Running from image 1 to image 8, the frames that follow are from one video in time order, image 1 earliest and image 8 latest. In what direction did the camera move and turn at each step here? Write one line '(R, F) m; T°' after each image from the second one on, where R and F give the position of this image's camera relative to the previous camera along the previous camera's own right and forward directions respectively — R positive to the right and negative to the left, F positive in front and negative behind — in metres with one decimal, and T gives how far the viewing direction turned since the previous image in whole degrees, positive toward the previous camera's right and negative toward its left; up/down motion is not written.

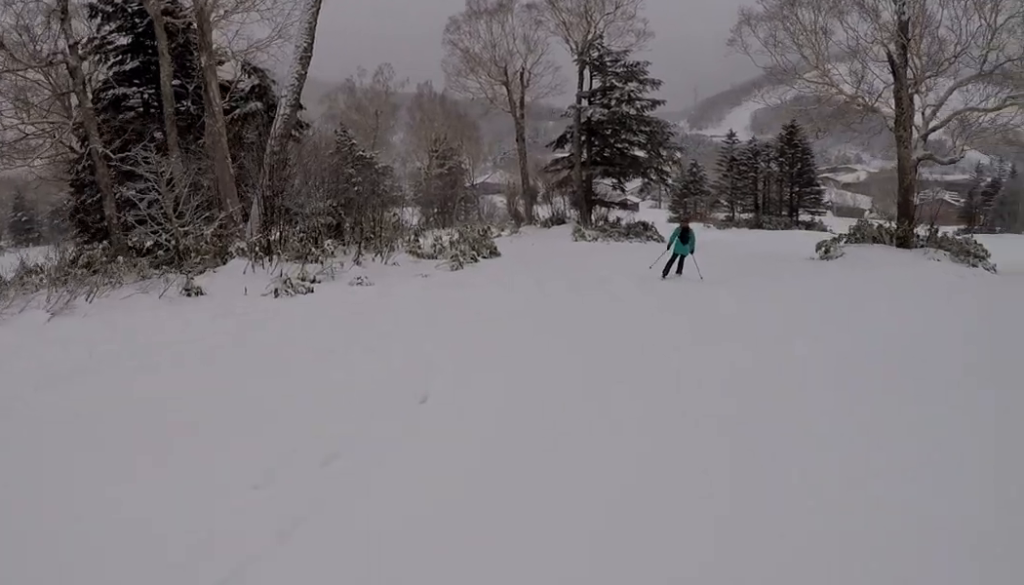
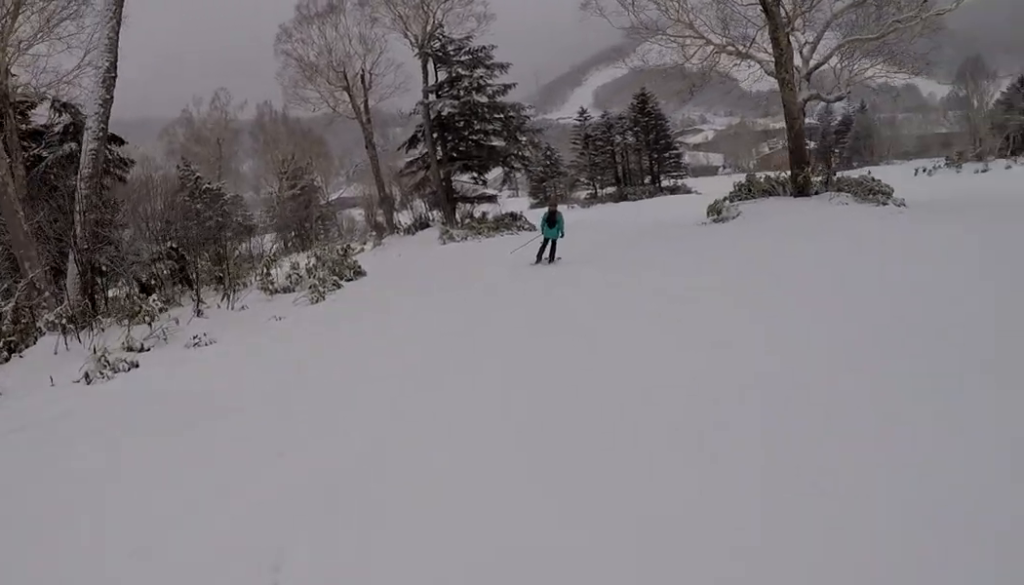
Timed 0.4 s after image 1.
(+0.1, +2.7) m; +9°
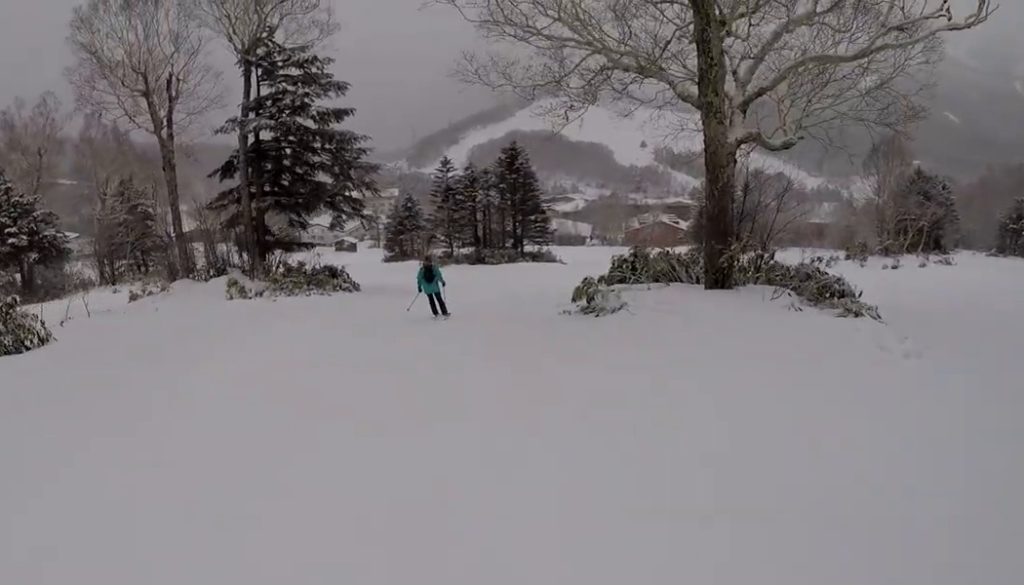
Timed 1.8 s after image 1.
(+0.5, +8.4) m; -4°
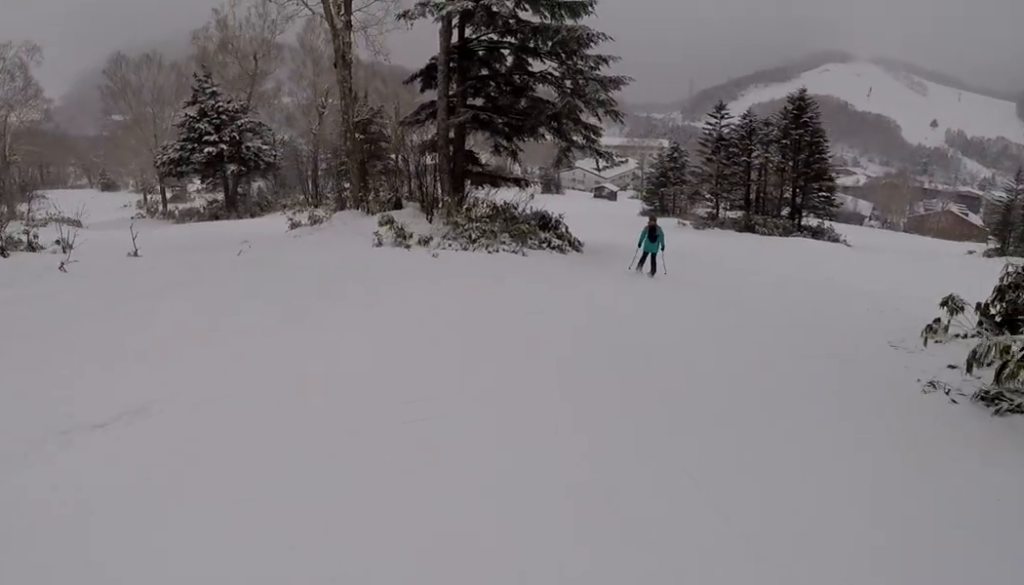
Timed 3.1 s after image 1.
(-0.9, +8.6) m; +1°
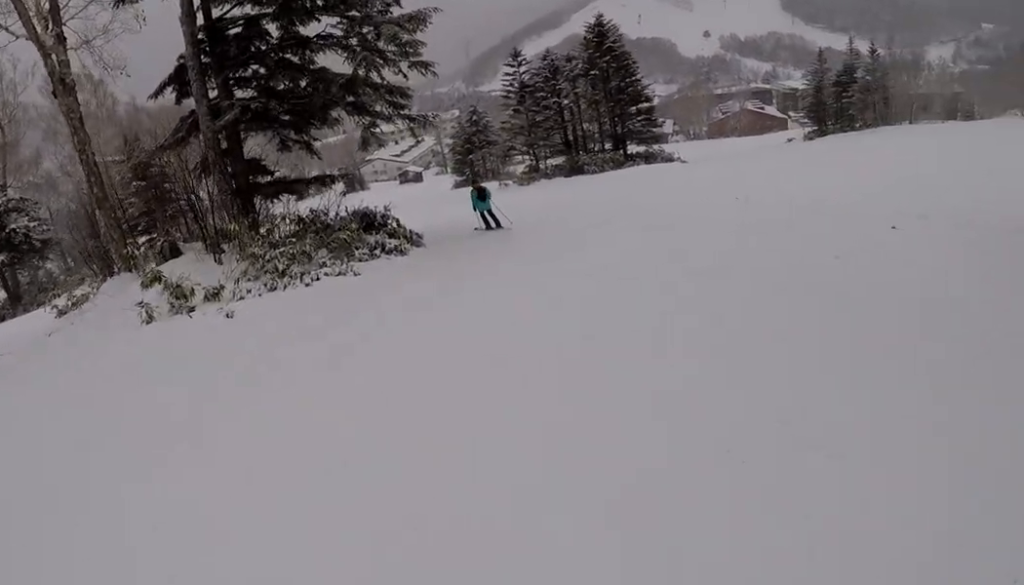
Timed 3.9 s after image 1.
(+0.5, +5.3) m; +3°
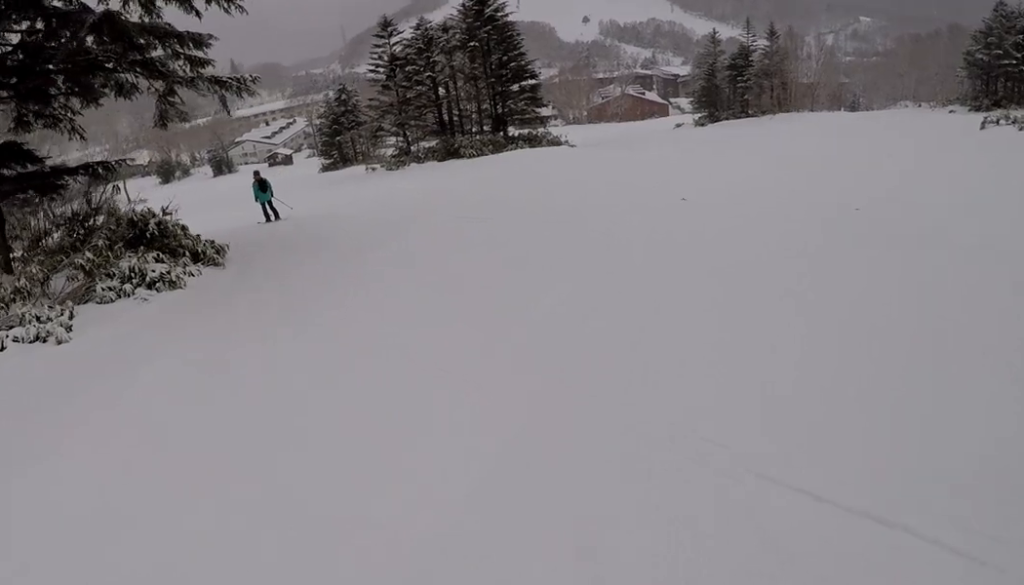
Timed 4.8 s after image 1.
(0.0, +5.6) m; -4°
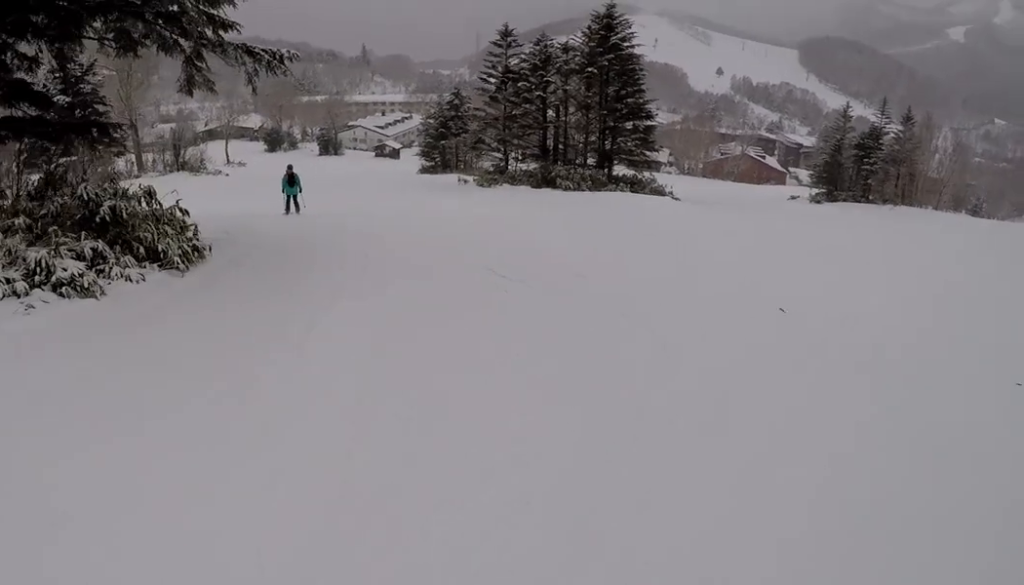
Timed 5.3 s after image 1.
(-0.2, +2.8) m; -4°
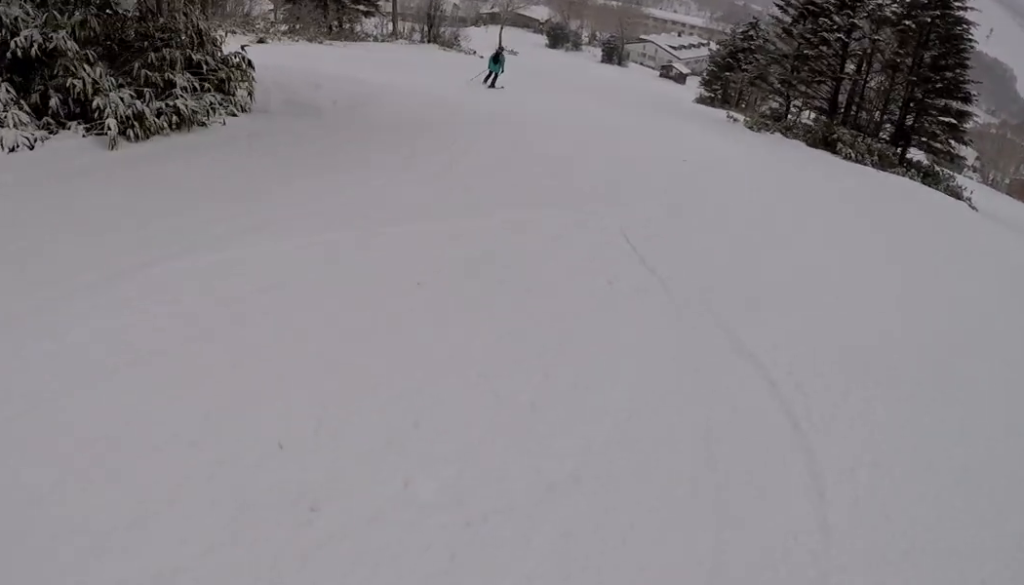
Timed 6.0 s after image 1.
(-0.2, +4.3) m; -2°
